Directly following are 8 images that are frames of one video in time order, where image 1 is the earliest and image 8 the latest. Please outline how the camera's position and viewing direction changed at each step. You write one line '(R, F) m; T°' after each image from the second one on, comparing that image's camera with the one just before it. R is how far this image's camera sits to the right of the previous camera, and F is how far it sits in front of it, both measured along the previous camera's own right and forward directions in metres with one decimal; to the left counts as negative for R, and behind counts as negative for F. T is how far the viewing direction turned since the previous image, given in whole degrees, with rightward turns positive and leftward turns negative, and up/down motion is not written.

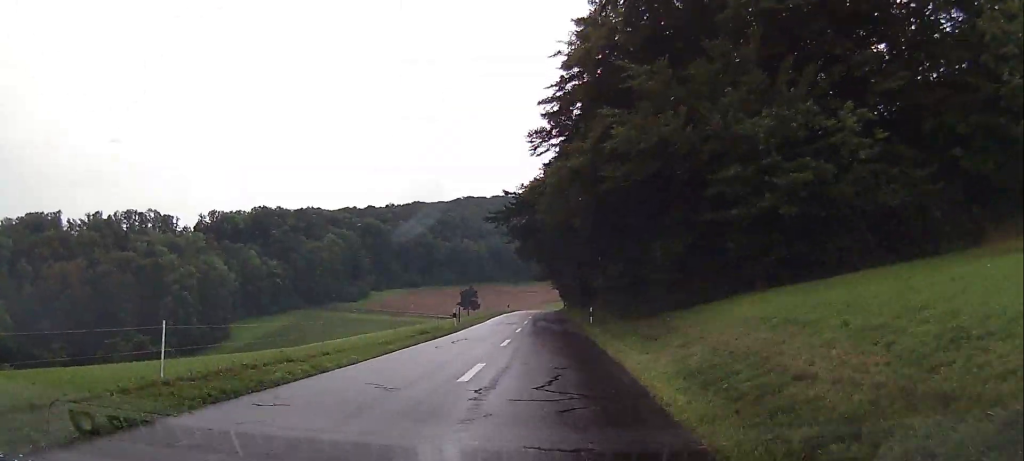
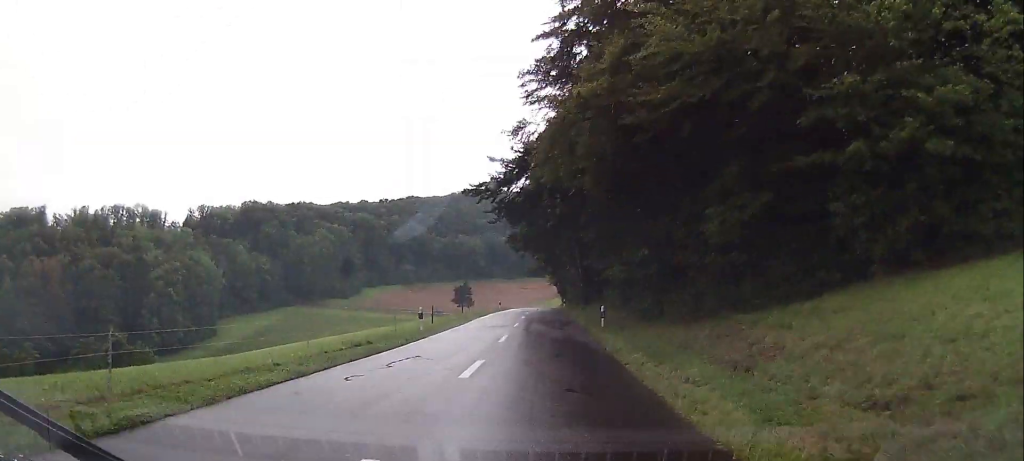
(+0.1, +8.6) m; +1°
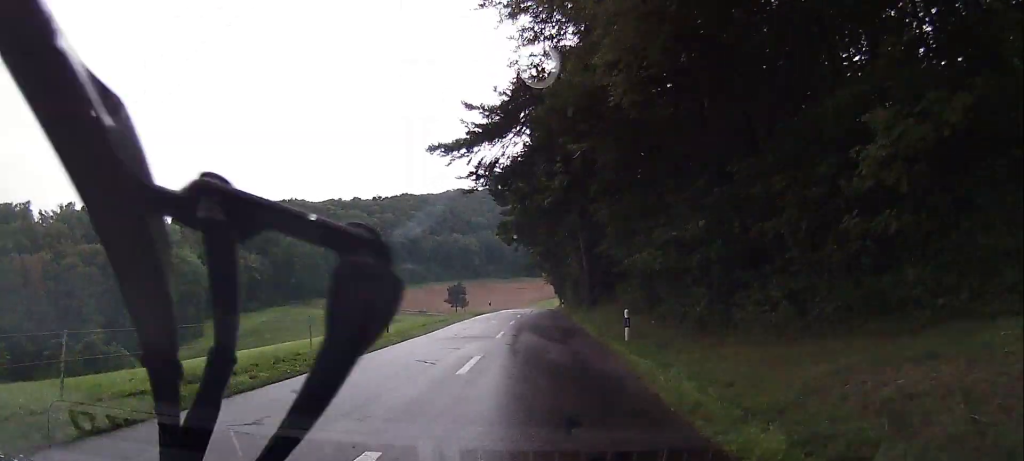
(0.0, +8.6) m; -1°
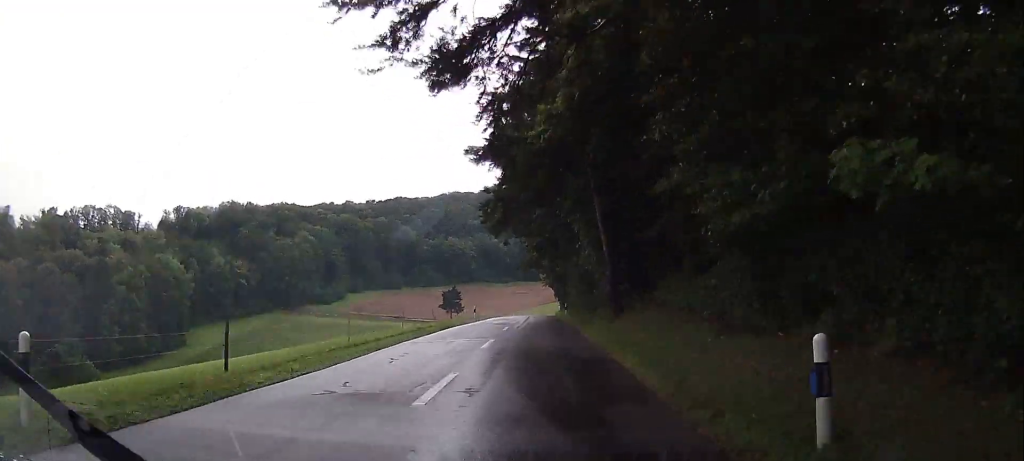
(0.0, +12.5) m; -1°
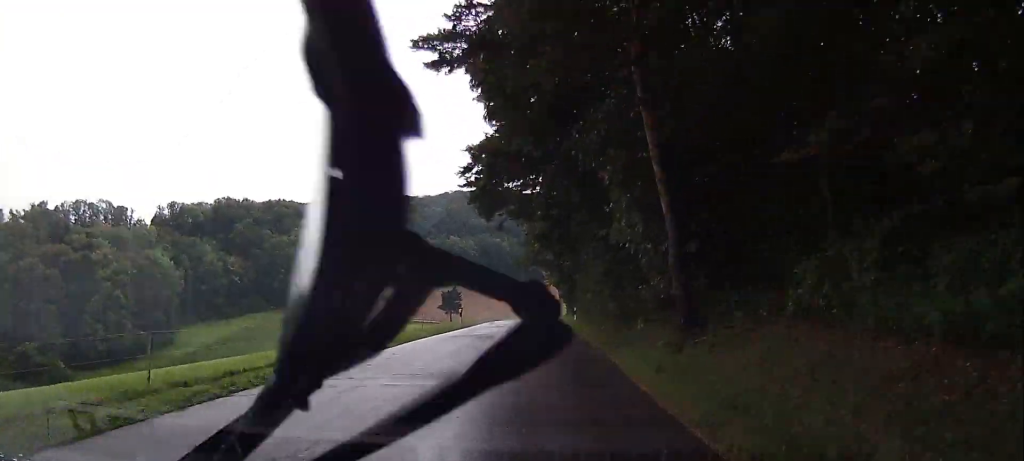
(-0.3, +10.6) m; -1°
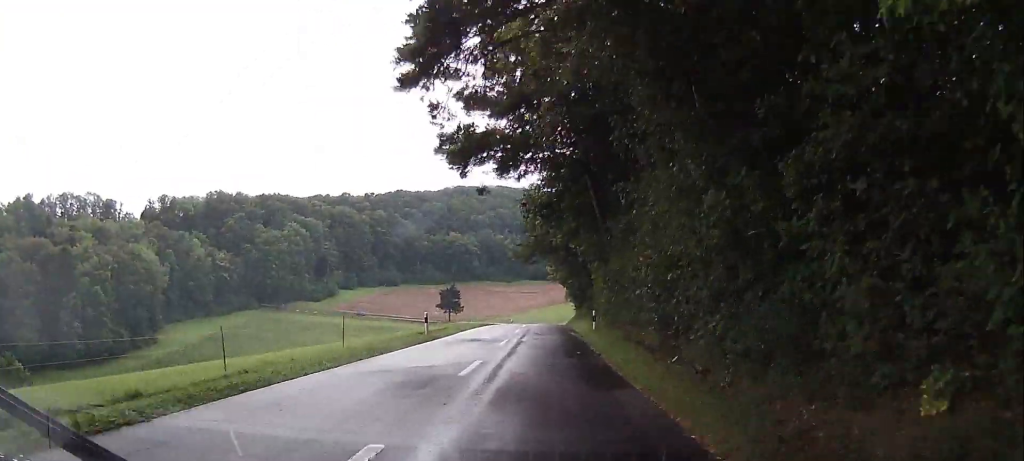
(-0.1, +13.2) m; +1°
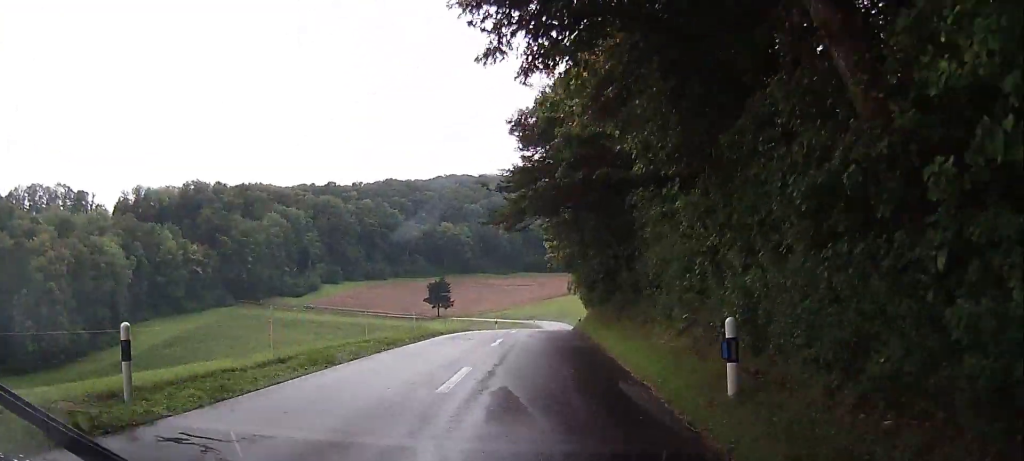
(+0.6, +21.4) m; +1°
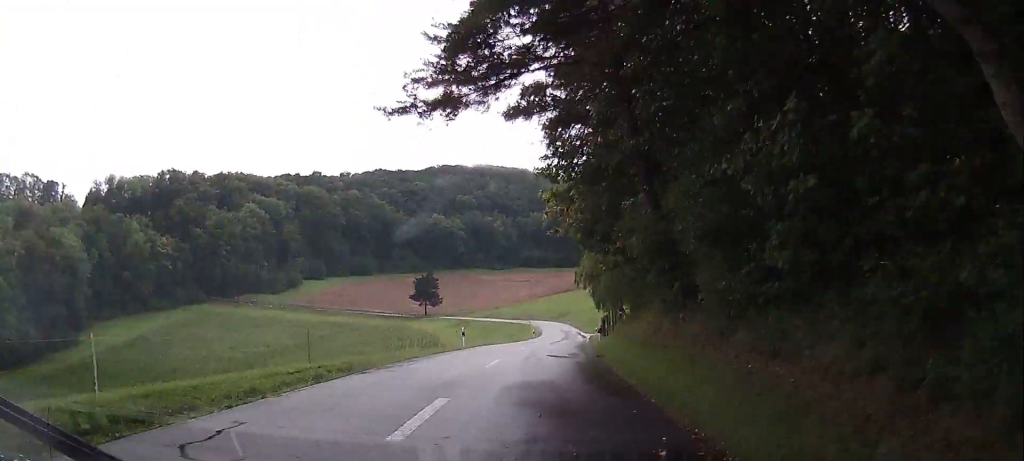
(-0.3, +21.1) m; +1°
